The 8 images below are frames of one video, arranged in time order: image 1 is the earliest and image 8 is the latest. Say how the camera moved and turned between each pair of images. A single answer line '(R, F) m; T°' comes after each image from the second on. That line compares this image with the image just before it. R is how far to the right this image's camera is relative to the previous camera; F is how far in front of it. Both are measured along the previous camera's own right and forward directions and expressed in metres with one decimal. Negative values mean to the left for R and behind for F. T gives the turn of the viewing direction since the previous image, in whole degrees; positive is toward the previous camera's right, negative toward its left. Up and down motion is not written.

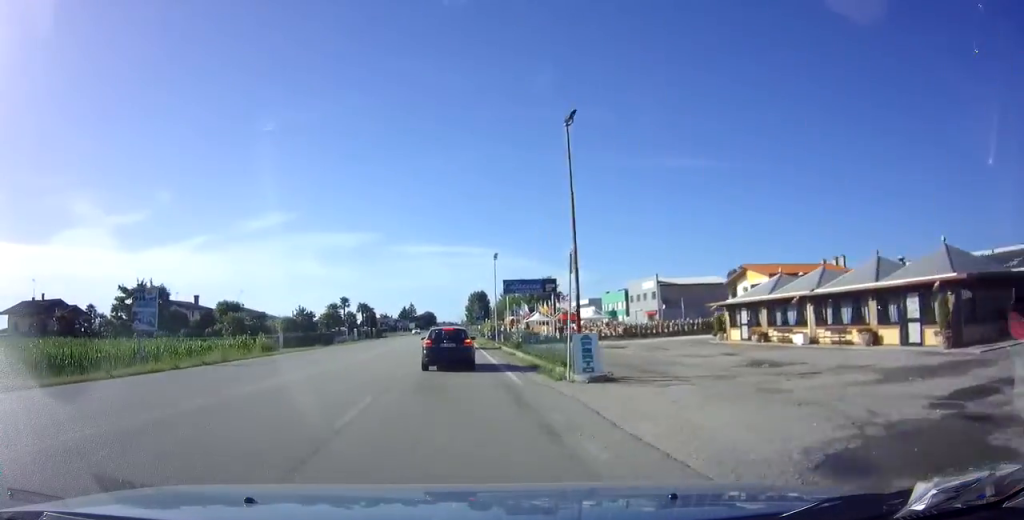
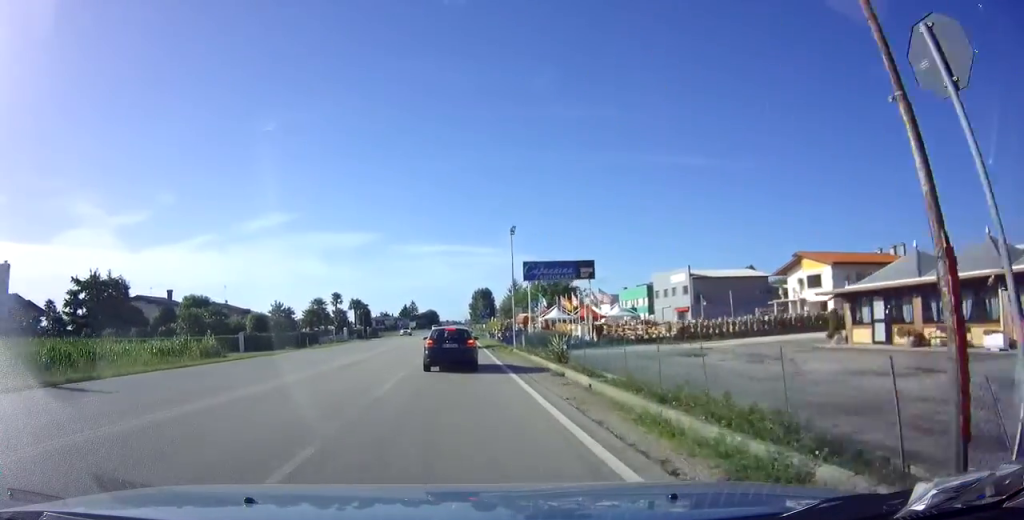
(+0.1, +11.5) m; 0°
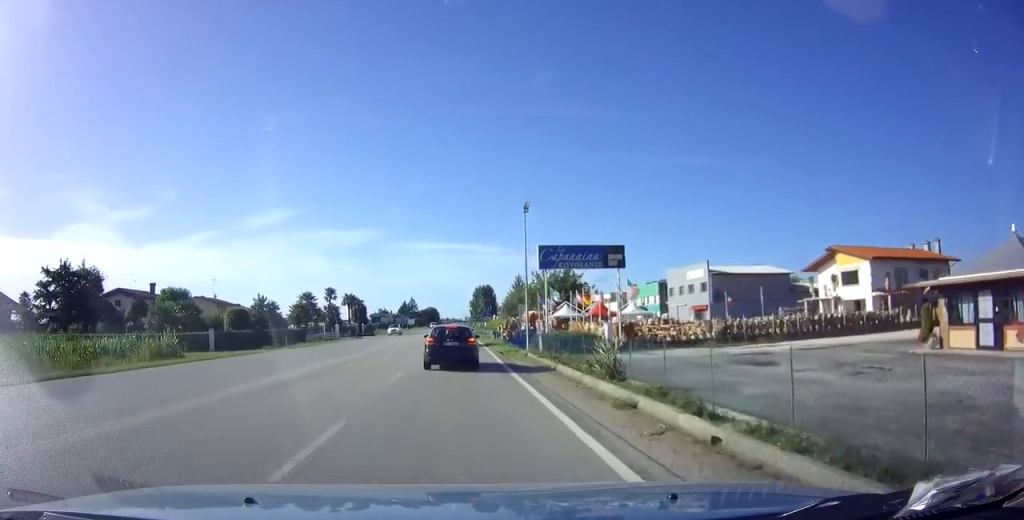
(-0.1, +6.4) m; 0°
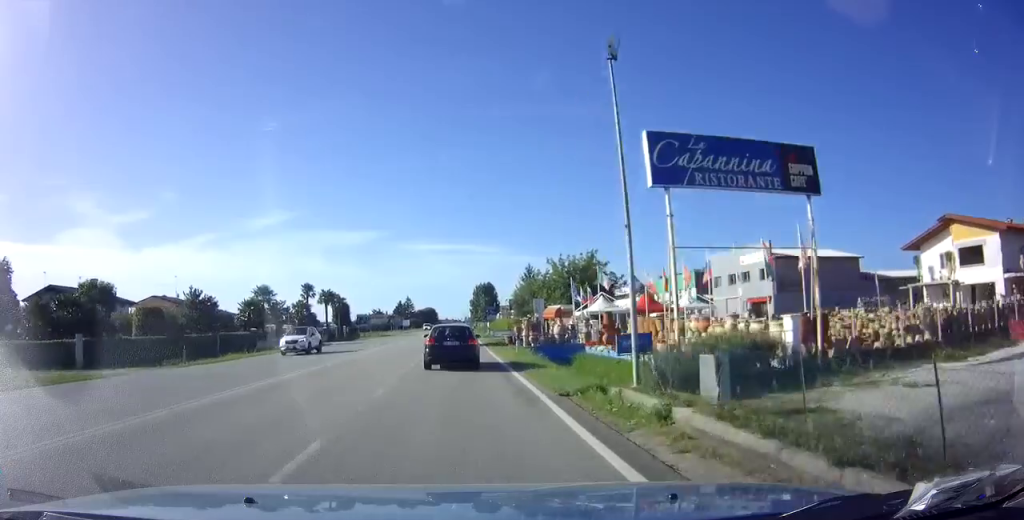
(0.0, +16.1) m; 0°
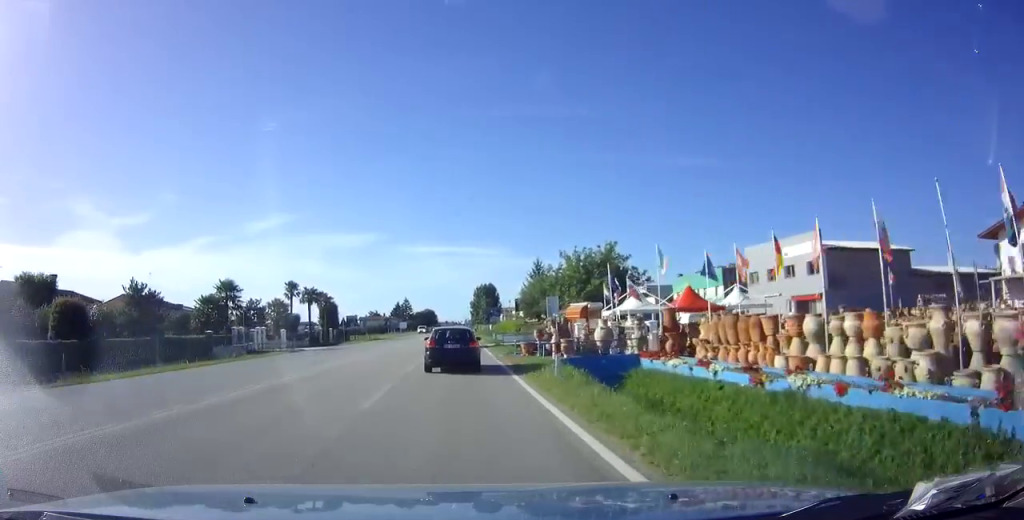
(0.0, +9.1) m; 0°
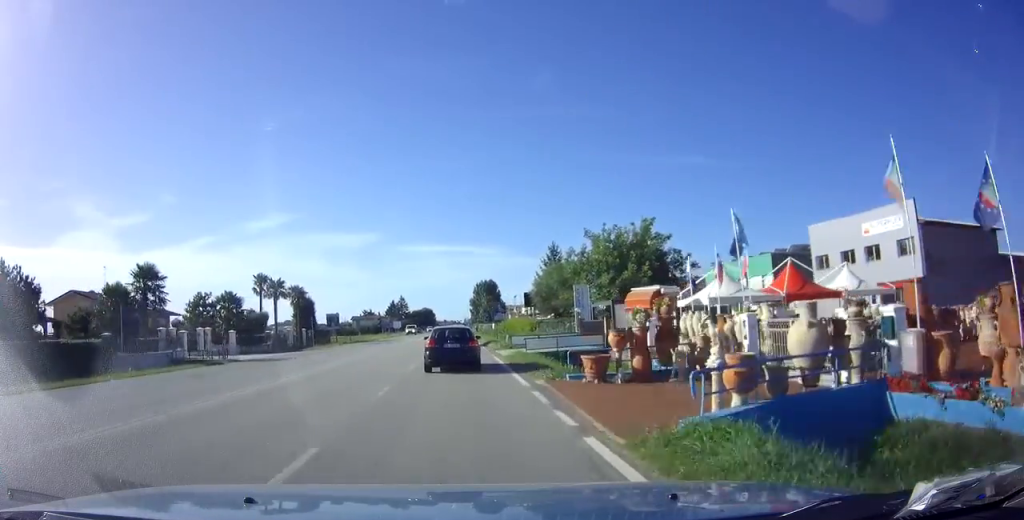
(0.0, +13.0) m; 0°
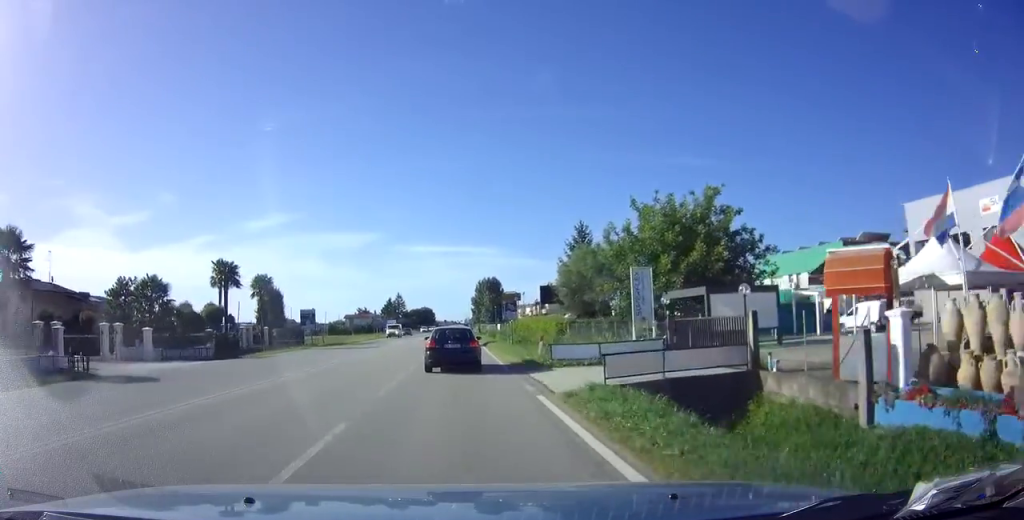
(0.0, +13.5) m; 0°
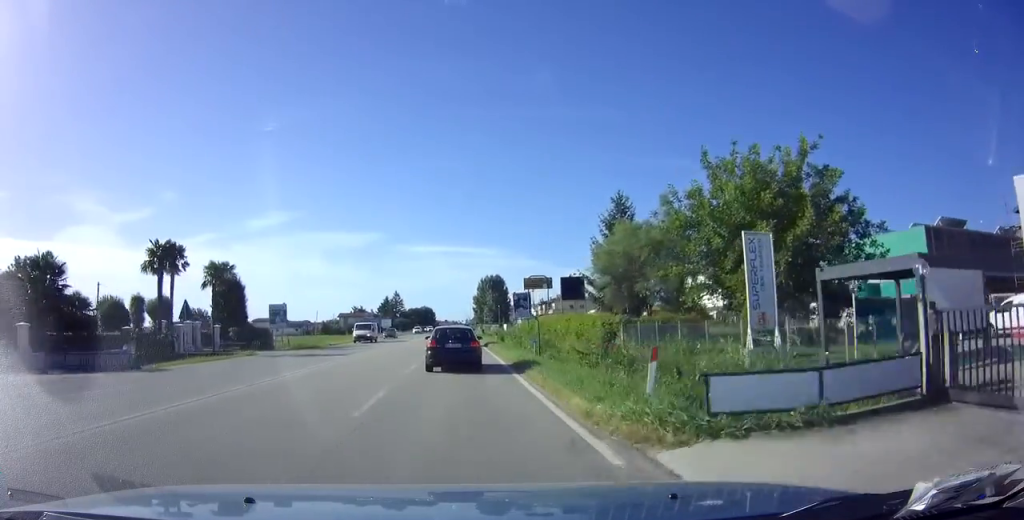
(0.0, +11.0) m; 0°
